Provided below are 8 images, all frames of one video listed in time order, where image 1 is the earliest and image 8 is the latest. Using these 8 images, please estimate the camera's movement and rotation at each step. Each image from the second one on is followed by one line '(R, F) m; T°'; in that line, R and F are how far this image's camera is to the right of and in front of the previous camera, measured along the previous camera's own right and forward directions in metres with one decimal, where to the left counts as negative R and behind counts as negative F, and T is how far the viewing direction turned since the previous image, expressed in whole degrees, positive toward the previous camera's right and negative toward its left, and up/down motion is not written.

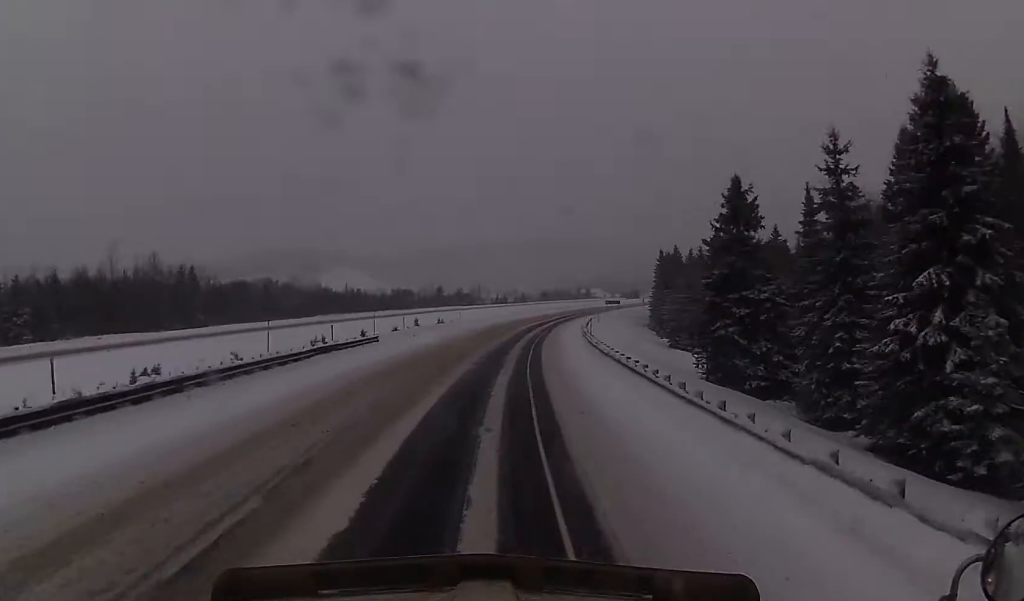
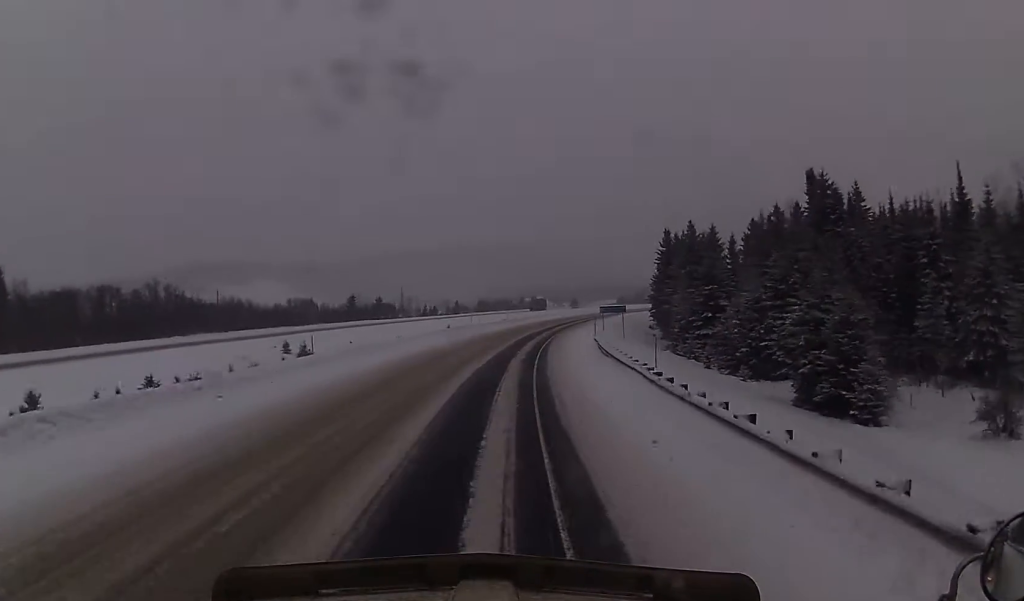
(+2.1, +53.1) m; +6°
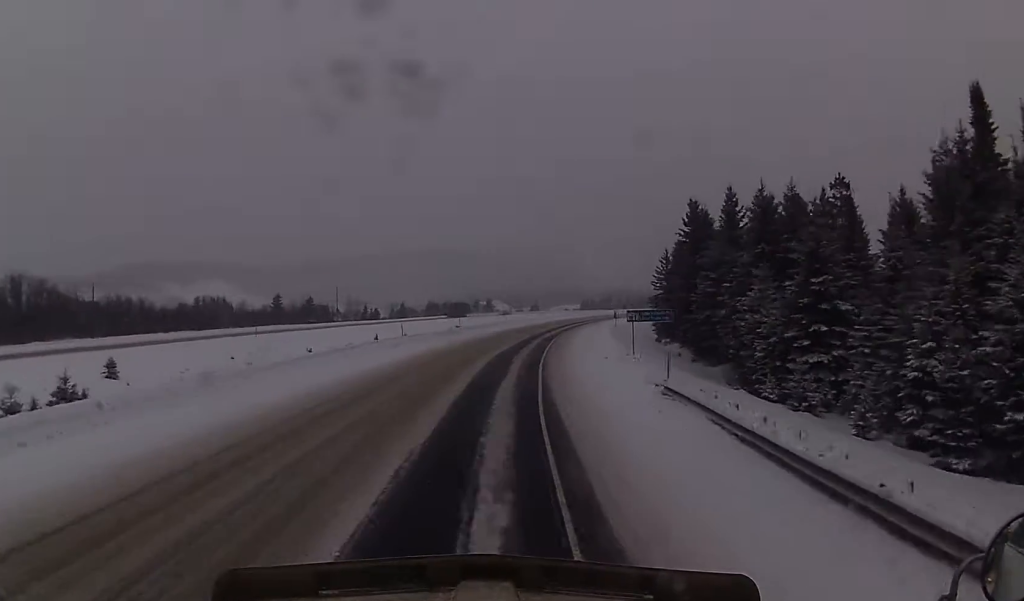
(+1.2, +32.8) m; +4°
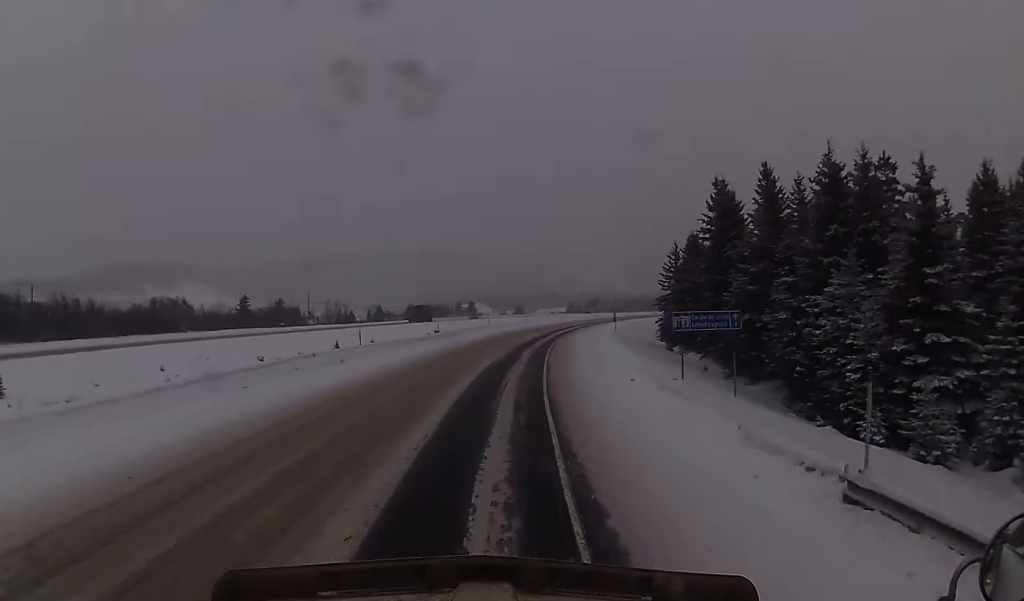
(+0.1, +12.7) m; +1°
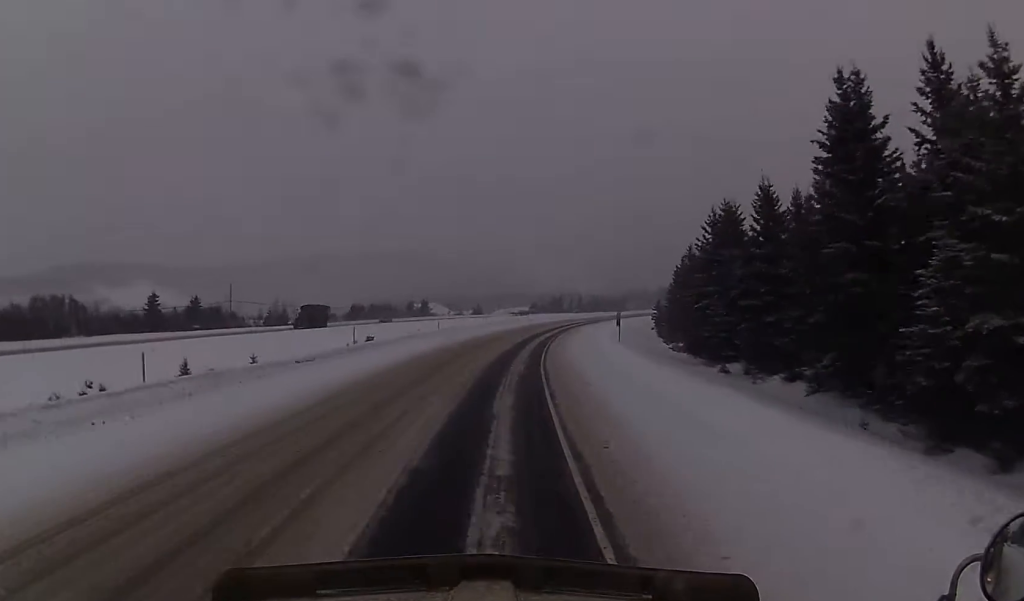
(+0.6, +27.0) m; +3°
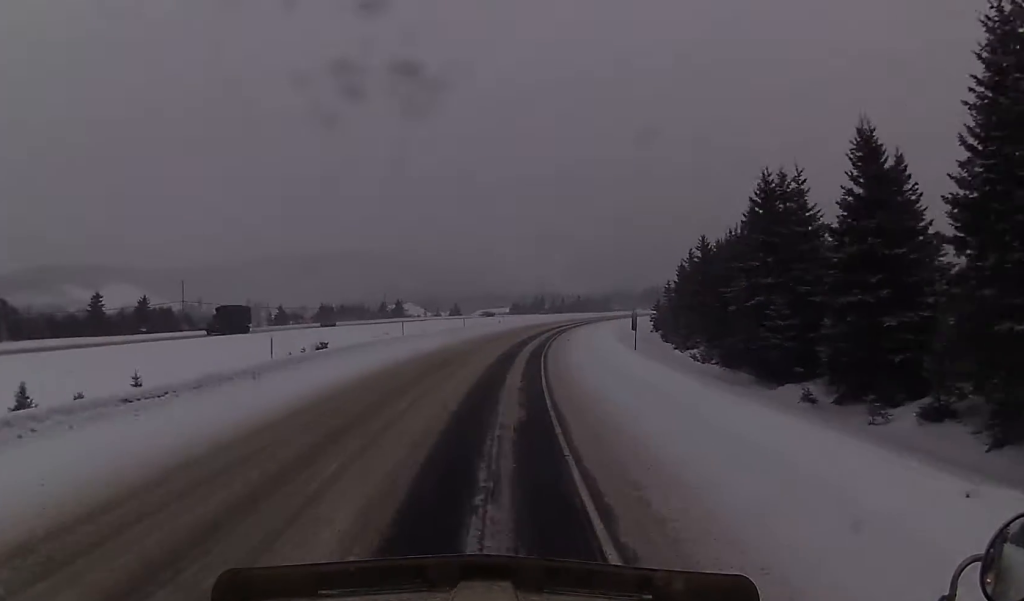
(+0.2, +14.4) m; +1°
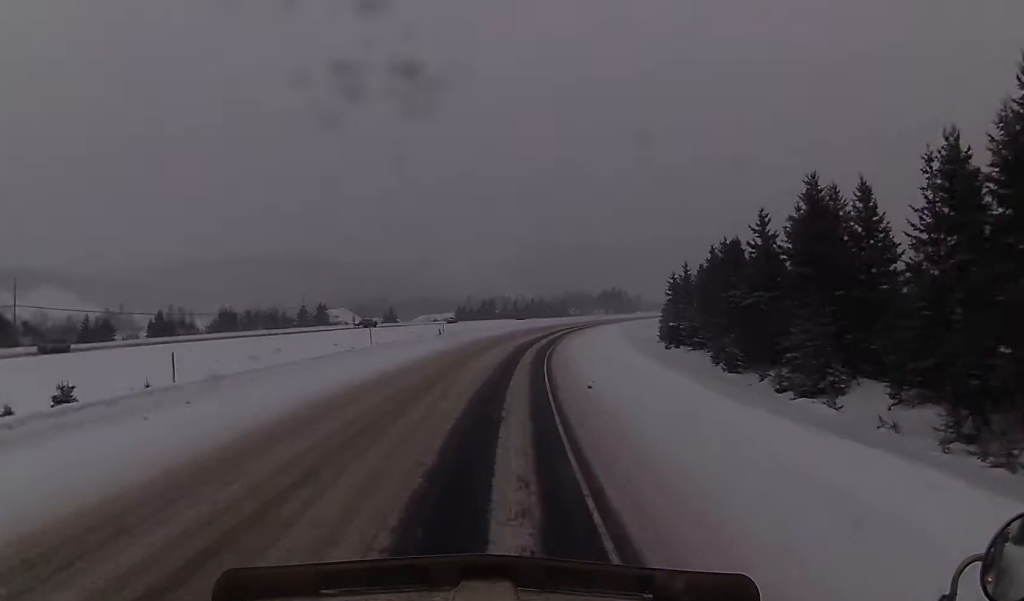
(+1.2, +38.5) m; +3°
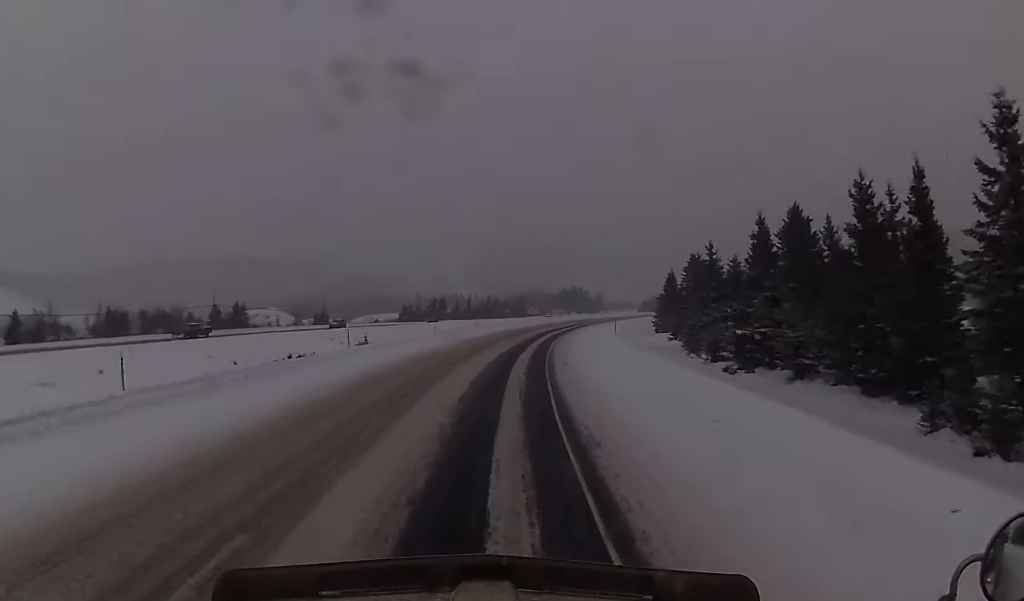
(+0.9, +31.0) m; +4°
